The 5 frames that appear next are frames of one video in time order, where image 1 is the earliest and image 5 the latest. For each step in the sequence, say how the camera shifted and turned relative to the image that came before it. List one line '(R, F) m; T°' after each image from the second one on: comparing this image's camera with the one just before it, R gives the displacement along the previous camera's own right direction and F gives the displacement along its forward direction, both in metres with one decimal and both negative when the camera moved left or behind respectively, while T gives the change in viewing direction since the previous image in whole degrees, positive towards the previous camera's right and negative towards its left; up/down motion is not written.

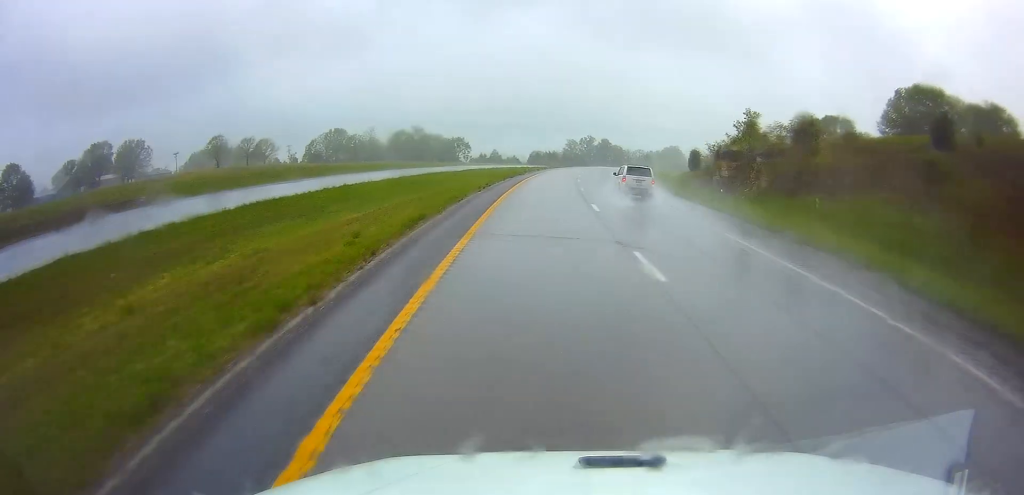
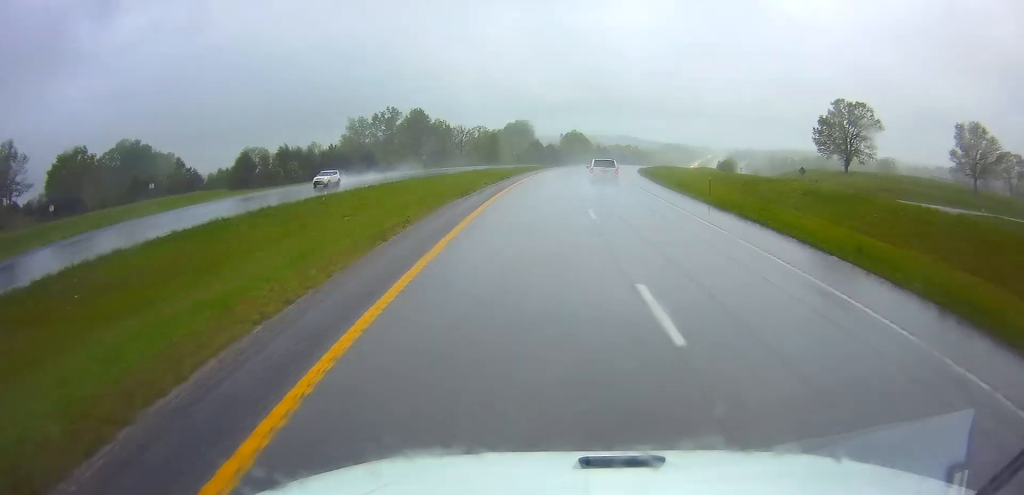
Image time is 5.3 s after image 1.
(+21.2, +148.8) m; +17°
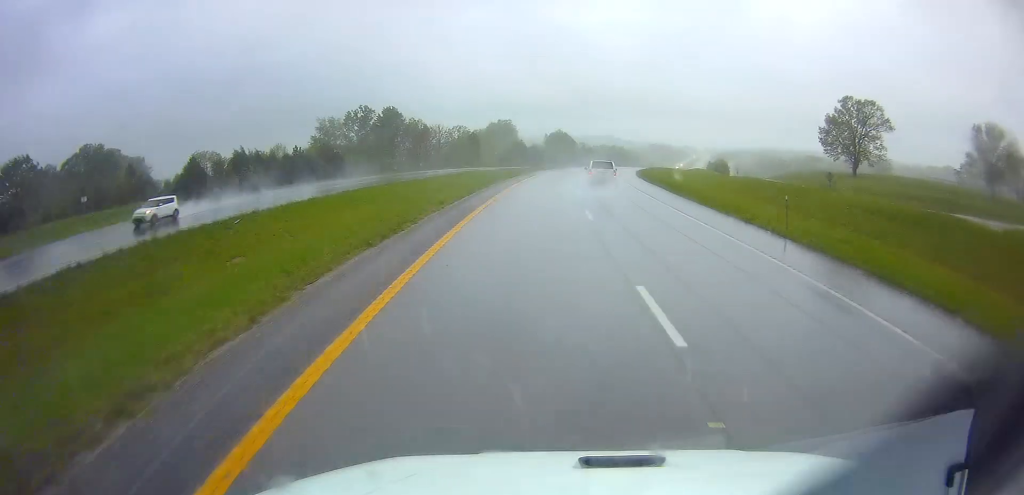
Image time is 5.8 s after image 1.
(+0.2, +12.4) m; +2°
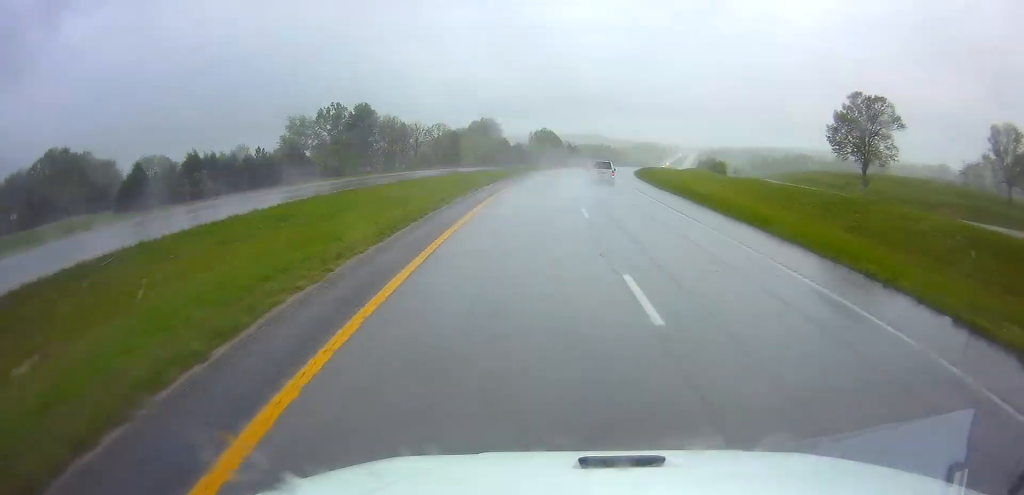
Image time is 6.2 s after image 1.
(+0.2, +11.4) m; +1°
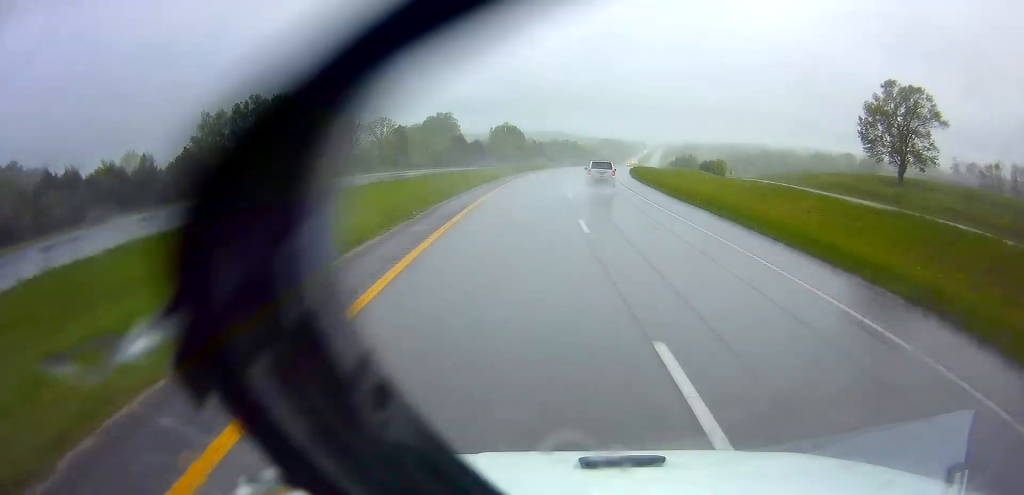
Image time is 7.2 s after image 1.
(+0.8, +28.4) m; +3°
